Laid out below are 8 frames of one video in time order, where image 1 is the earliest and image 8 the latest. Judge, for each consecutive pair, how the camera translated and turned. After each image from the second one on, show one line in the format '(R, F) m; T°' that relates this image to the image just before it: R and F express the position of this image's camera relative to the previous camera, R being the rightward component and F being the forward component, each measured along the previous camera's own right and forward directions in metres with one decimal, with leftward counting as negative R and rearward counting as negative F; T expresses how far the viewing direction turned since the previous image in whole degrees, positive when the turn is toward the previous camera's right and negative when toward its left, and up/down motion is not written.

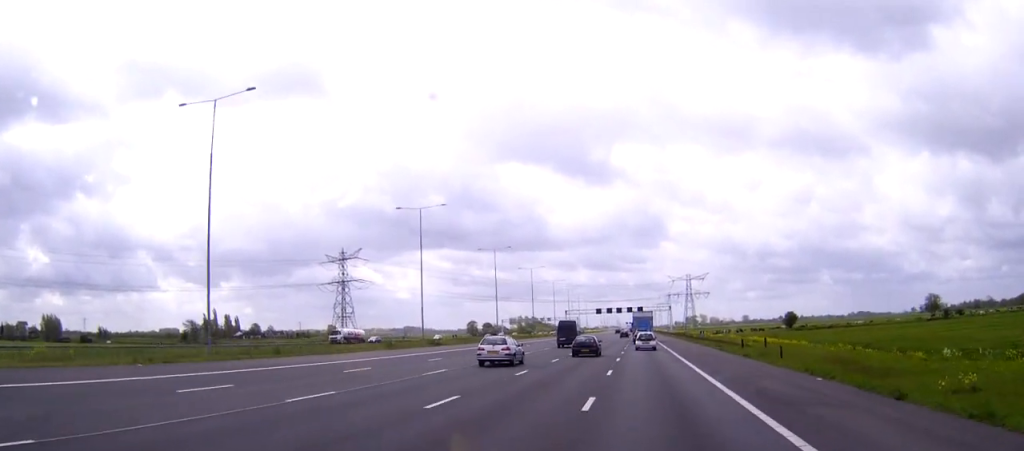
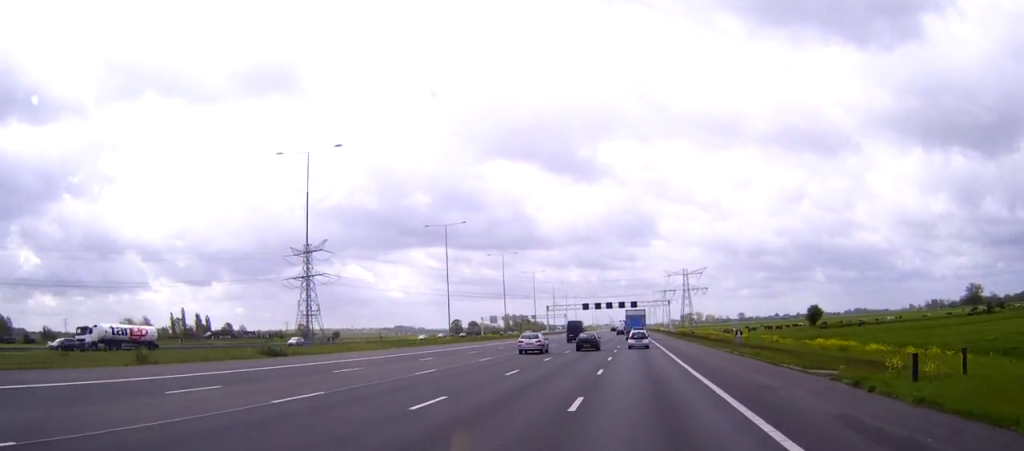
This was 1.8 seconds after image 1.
(+0.2, +35.8) m; 0°
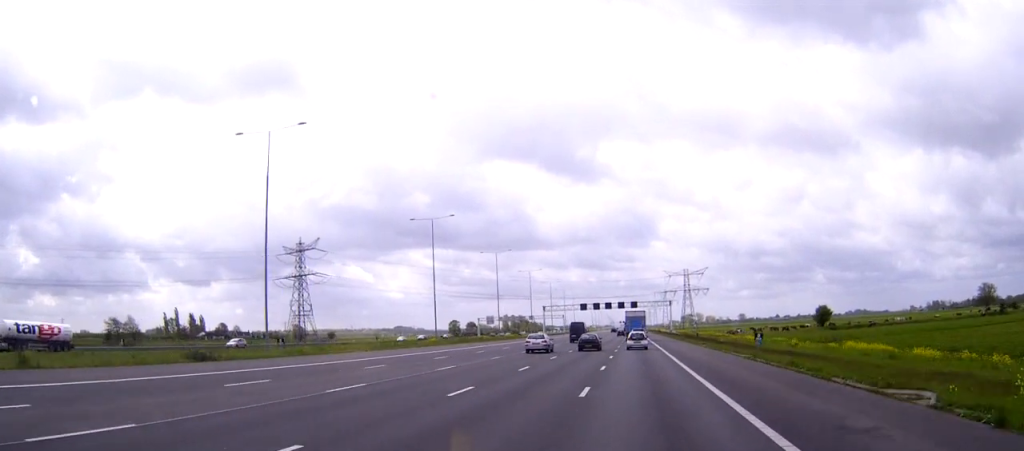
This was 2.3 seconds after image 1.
(0.0, +8.7) m; 0°
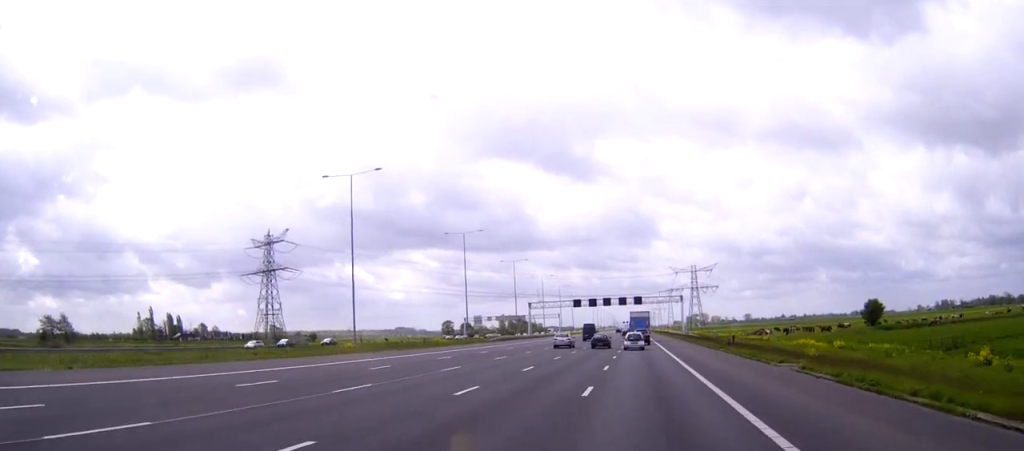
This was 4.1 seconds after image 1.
(-0.4, +35.3) m; -1°
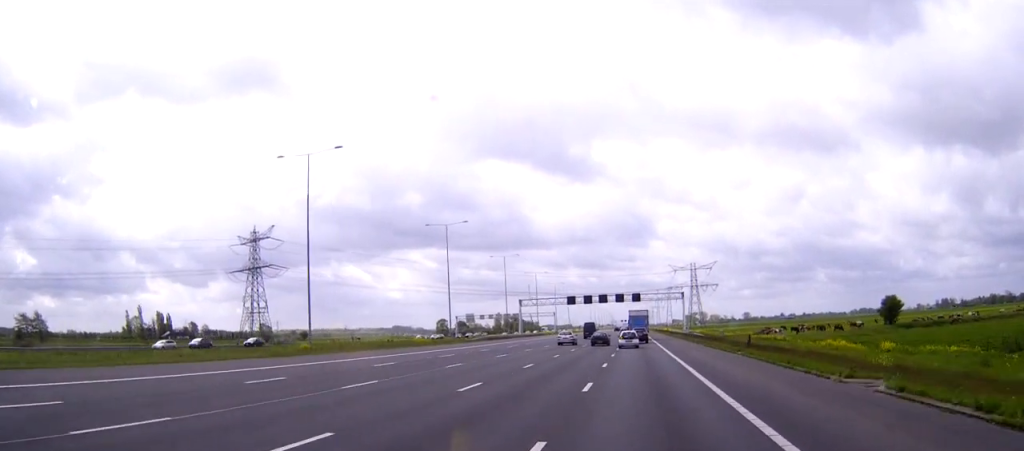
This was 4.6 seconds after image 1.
(0.0, +11.1) m; 0°
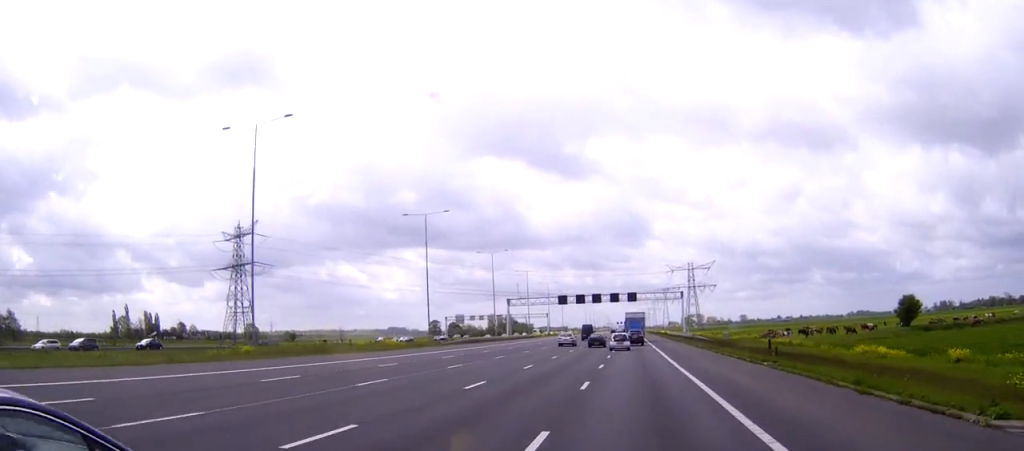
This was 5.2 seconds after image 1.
(0.0, +10.5) m; 0°
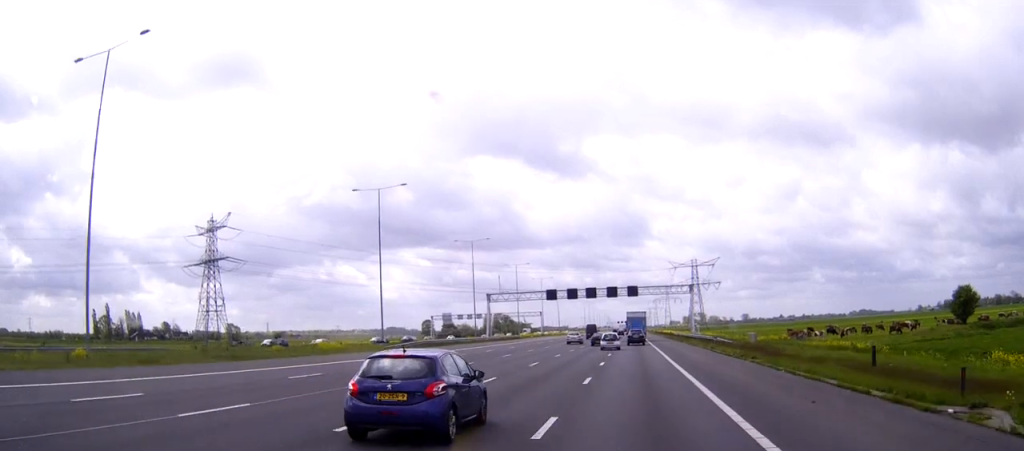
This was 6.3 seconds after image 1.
(+0.1, +21.5) m; 0°
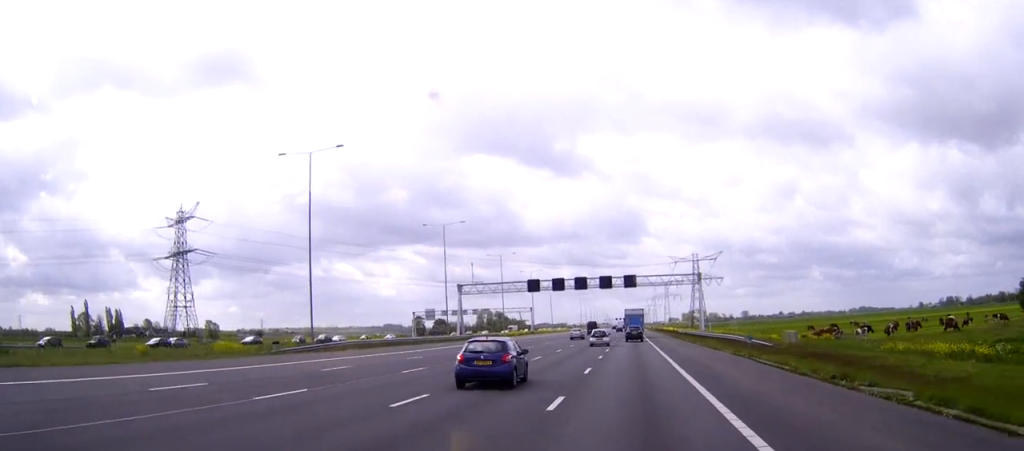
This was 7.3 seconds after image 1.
(0.0, +20.2) m; 0°
